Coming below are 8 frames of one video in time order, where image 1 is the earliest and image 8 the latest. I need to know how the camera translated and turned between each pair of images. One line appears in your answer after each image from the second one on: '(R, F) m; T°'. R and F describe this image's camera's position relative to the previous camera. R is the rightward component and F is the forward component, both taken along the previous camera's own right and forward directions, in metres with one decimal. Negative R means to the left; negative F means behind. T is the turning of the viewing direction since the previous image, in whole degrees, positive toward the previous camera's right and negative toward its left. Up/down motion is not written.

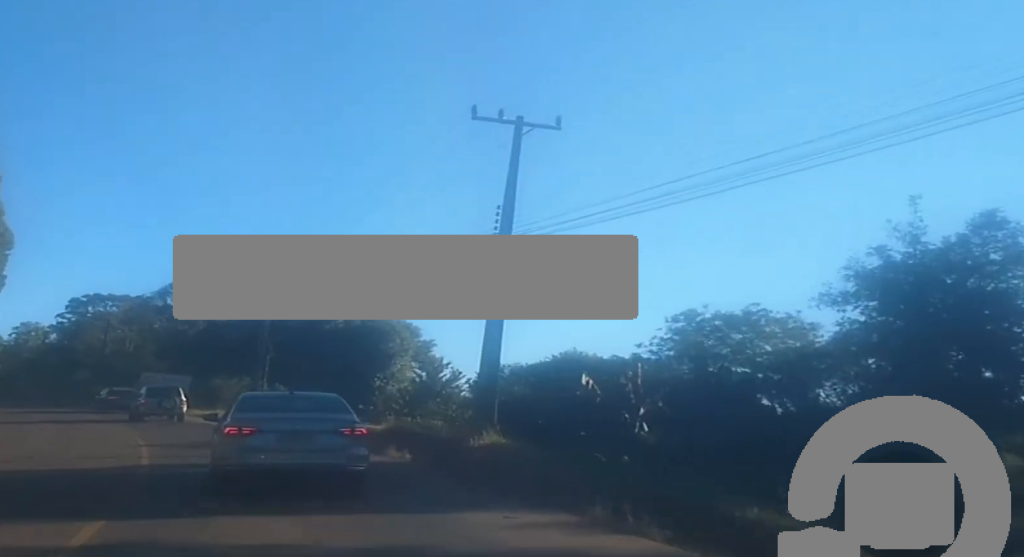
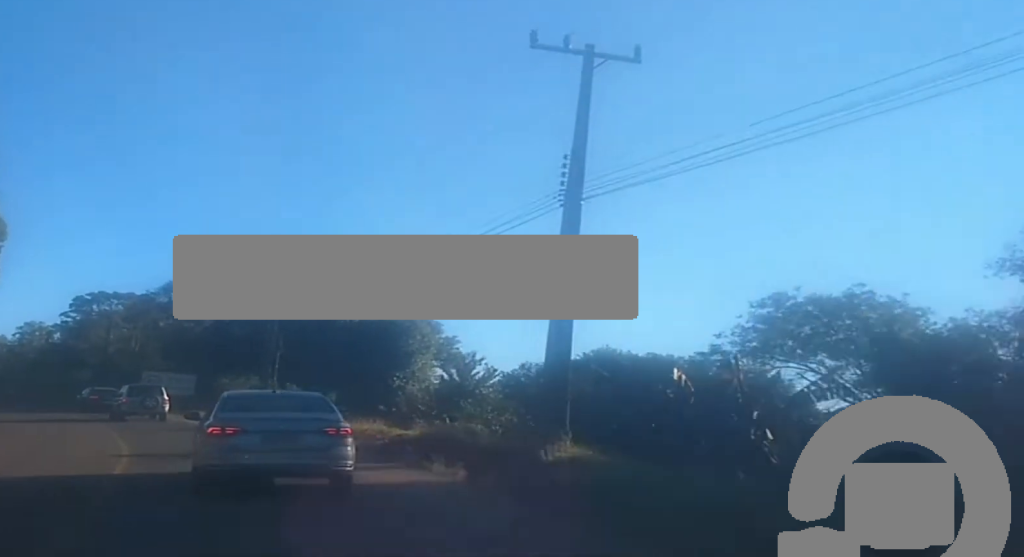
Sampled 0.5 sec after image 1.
(0.0, +5.0) m; 0°
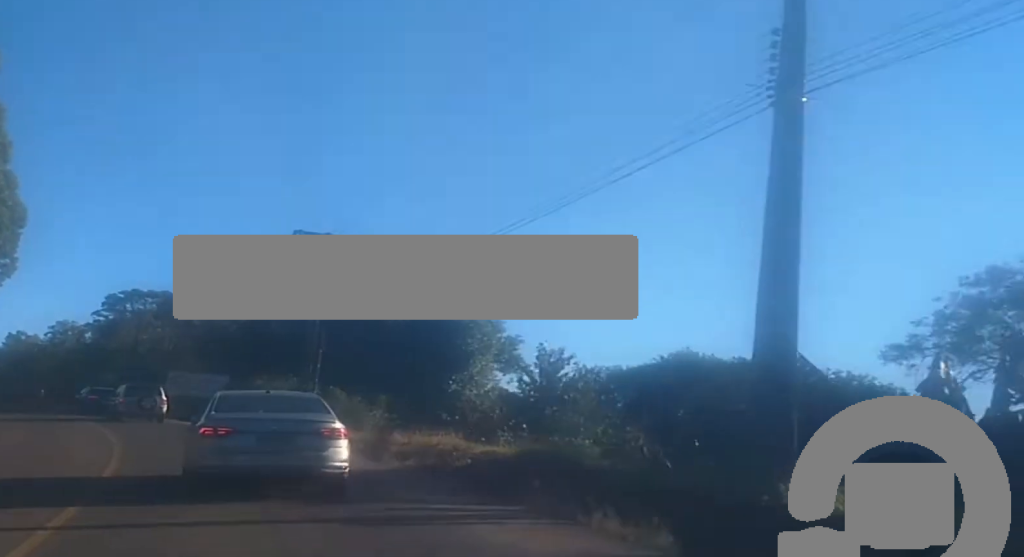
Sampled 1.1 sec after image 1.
(0.0, +7.1) m; -1°
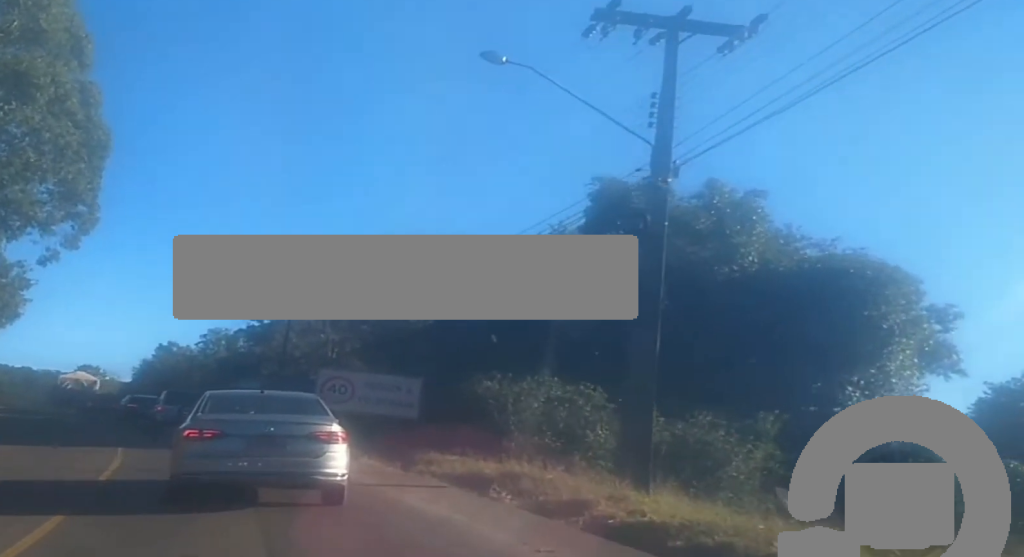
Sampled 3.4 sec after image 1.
(-1.9, +23.9) m; -8°
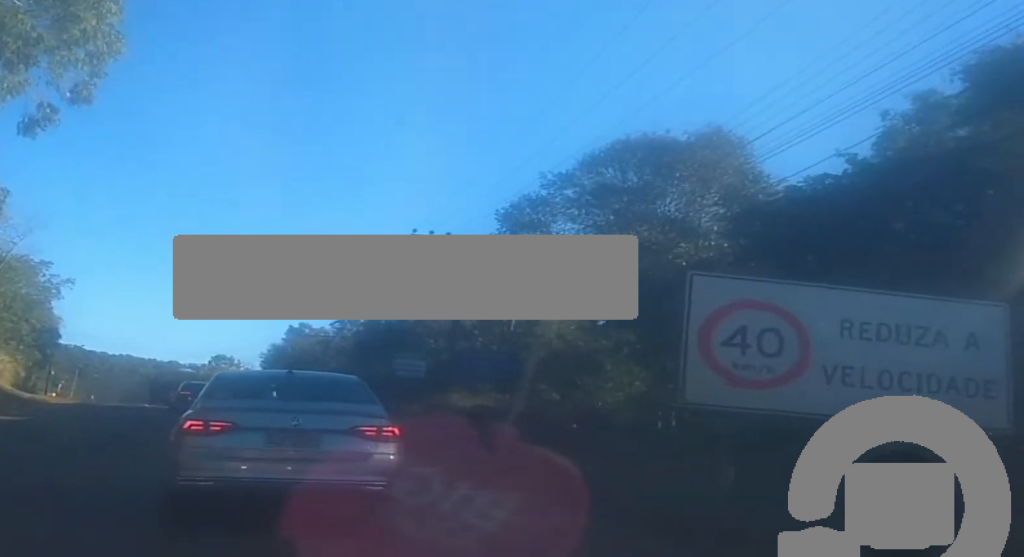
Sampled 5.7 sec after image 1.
(-1.2, +20.7) m; -8°
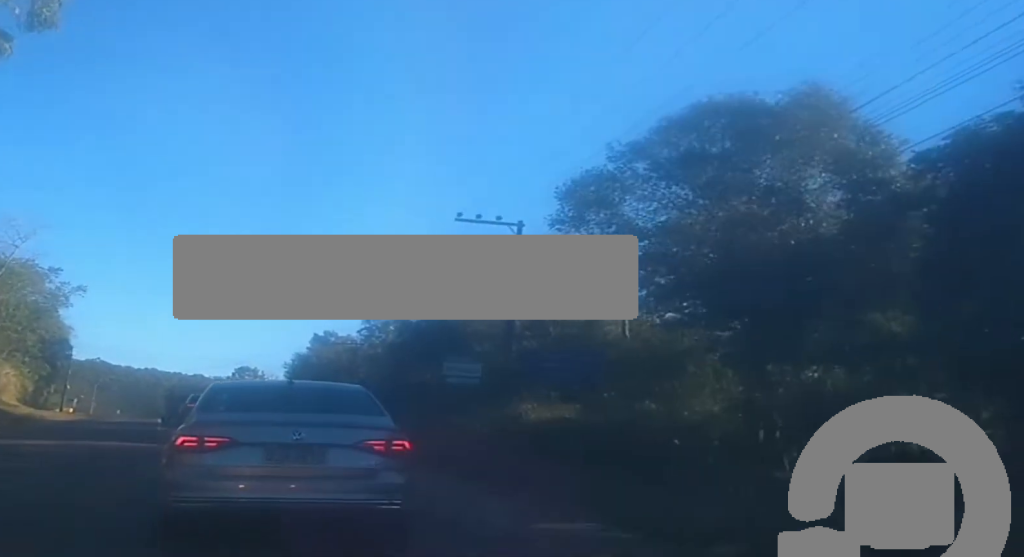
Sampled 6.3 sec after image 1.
(-0.1, +5.1) m; -2°
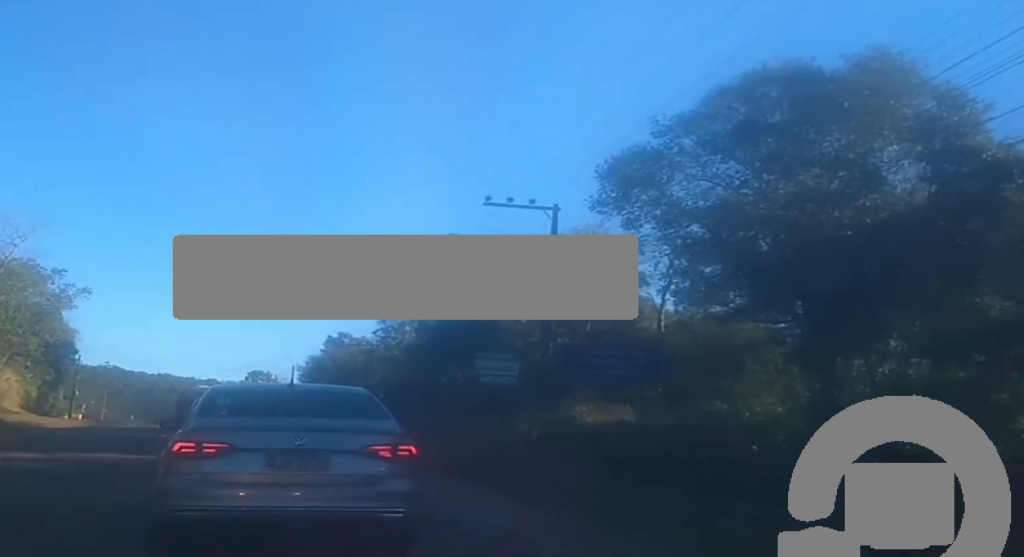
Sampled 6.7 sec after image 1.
(0.0, +3.0) m; 0°
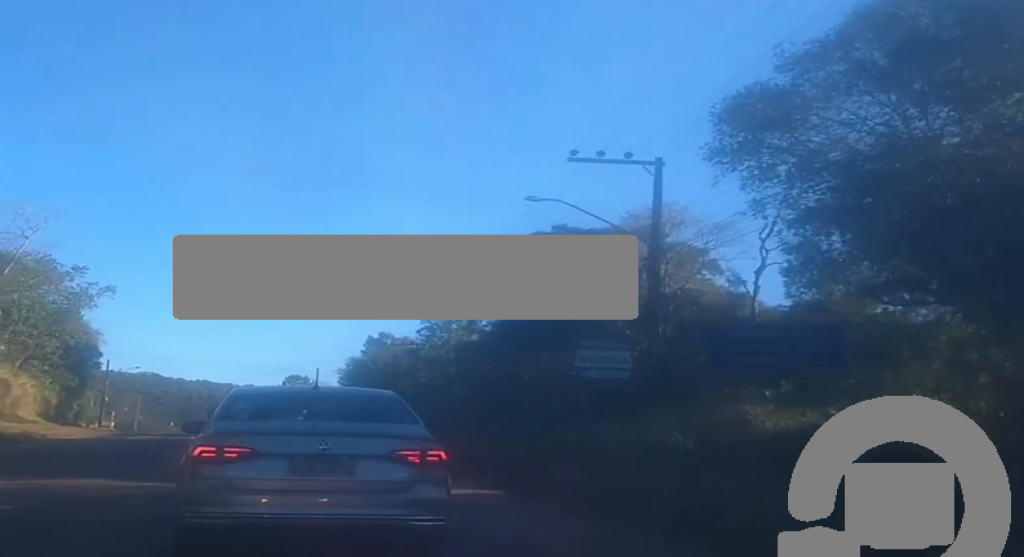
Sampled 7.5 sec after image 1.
(-0.1, +5.7) m; -1°
